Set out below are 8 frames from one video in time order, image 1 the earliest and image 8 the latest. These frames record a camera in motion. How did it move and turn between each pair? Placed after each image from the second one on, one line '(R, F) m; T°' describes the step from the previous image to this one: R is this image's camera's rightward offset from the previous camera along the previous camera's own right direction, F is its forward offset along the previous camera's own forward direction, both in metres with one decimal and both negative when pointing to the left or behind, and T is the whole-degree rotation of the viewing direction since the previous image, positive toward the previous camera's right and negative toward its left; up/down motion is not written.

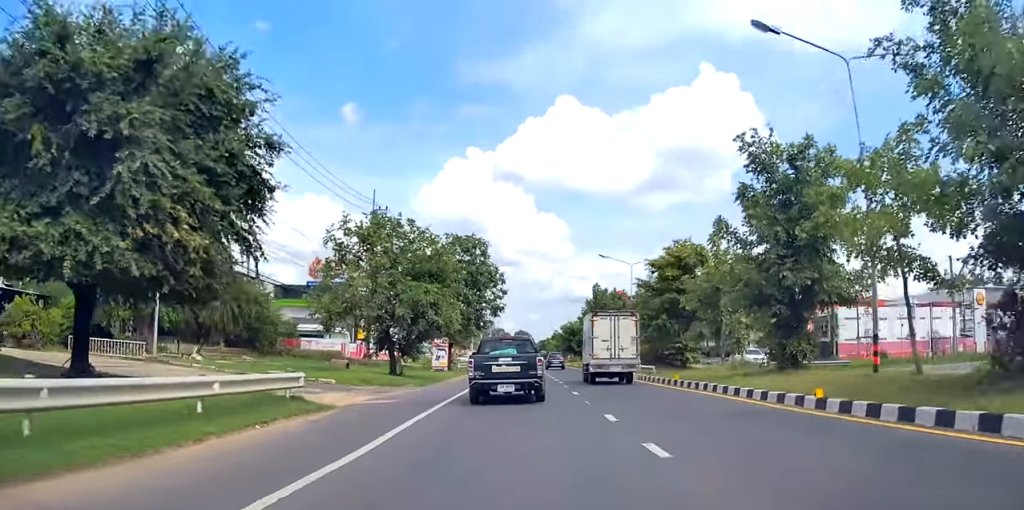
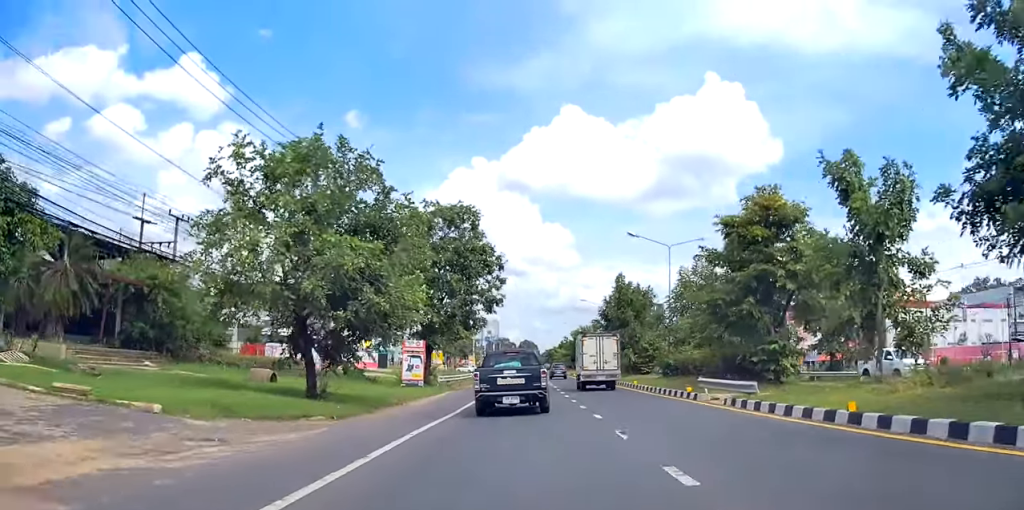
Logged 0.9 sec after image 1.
(-0.1, +13.0) m; -1°
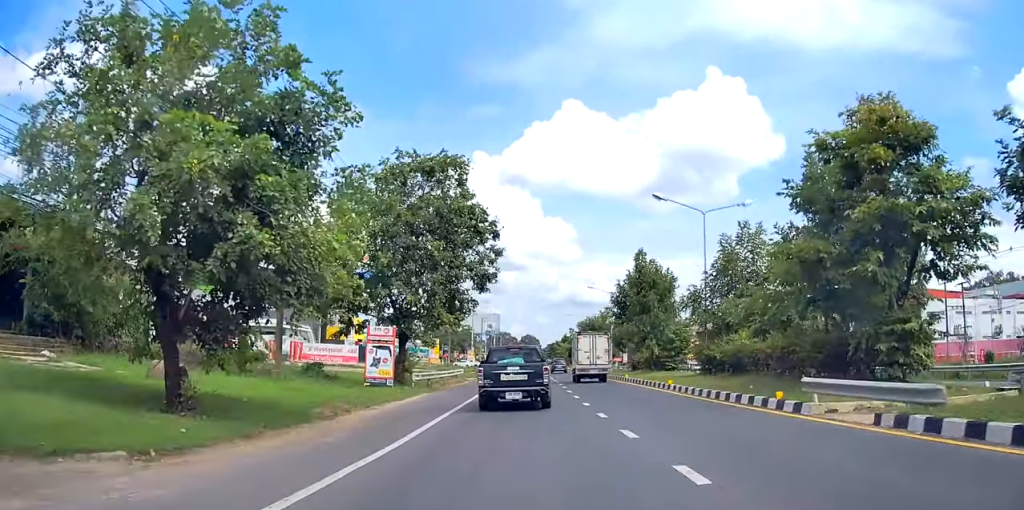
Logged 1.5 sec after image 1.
(-0.1, +8.1) m; -1°
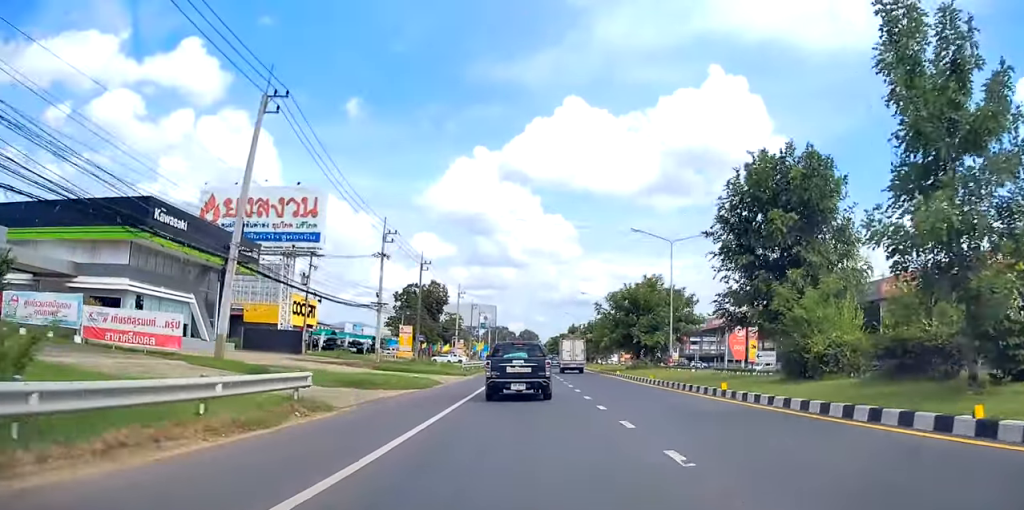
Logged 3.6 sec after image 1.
(+0.2, +30.8) m; +1°
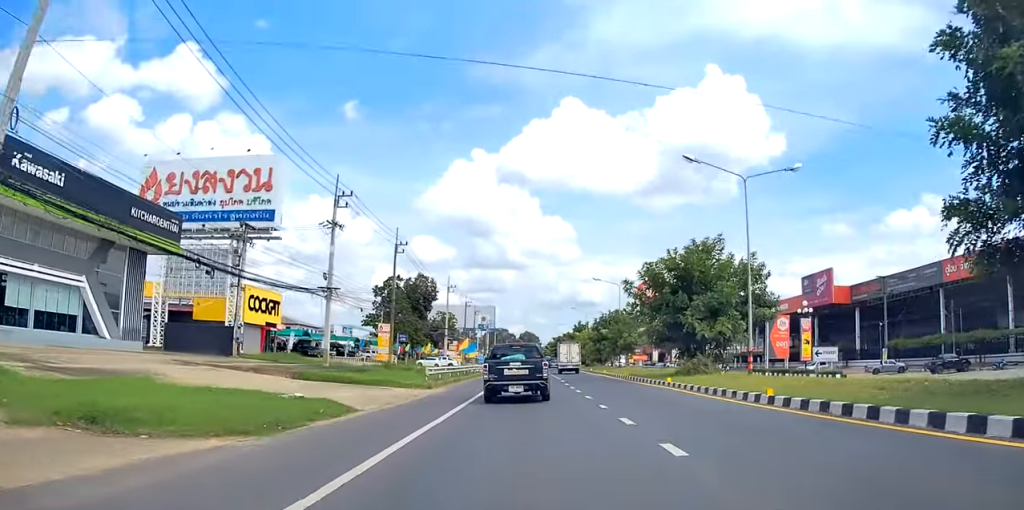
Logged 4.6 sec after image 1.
(+0.1, +15.8) m; +1°
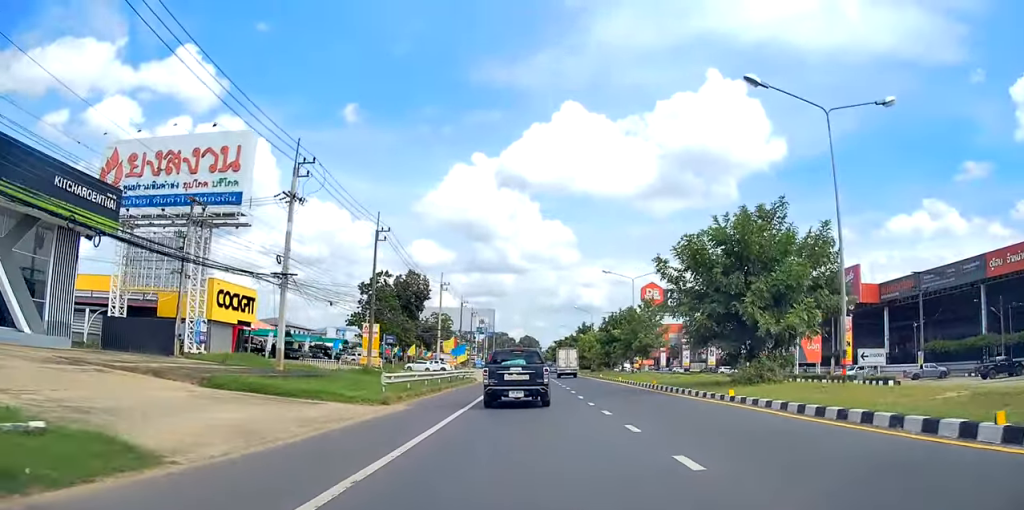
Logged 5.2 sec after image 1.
(+0.1, +8.6) m; 0°
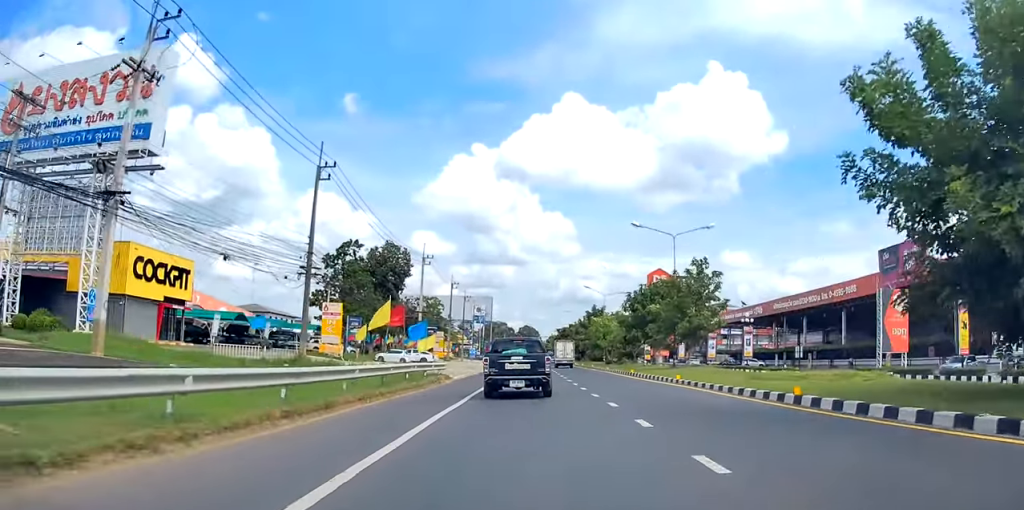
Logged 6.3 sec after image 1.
(-0.1, +16.7) m; -1°
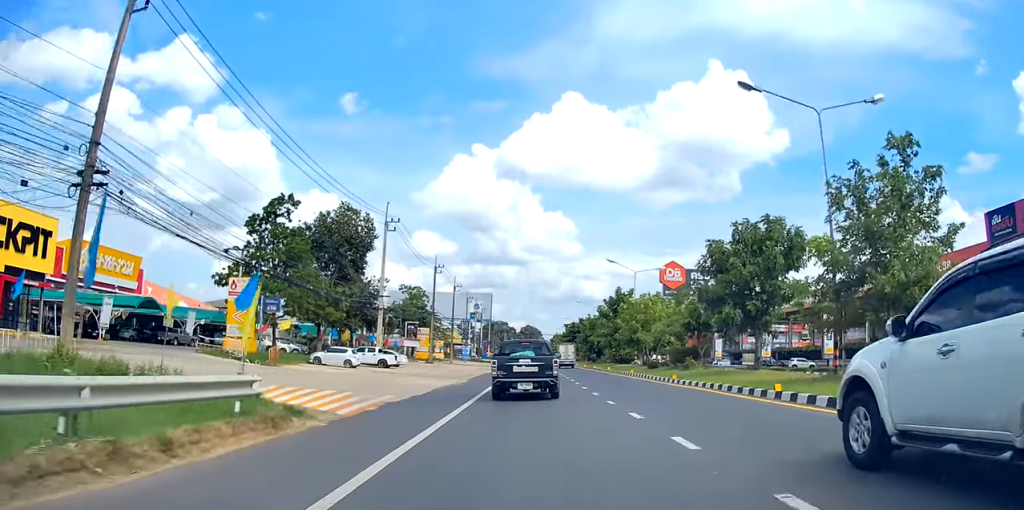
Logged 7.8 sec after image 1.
(-0.1, +22.3) m; 0°
